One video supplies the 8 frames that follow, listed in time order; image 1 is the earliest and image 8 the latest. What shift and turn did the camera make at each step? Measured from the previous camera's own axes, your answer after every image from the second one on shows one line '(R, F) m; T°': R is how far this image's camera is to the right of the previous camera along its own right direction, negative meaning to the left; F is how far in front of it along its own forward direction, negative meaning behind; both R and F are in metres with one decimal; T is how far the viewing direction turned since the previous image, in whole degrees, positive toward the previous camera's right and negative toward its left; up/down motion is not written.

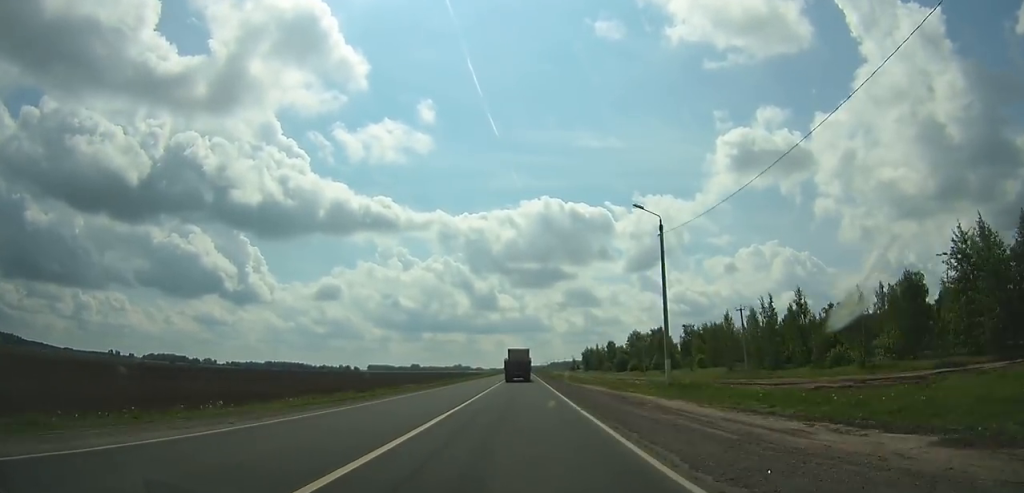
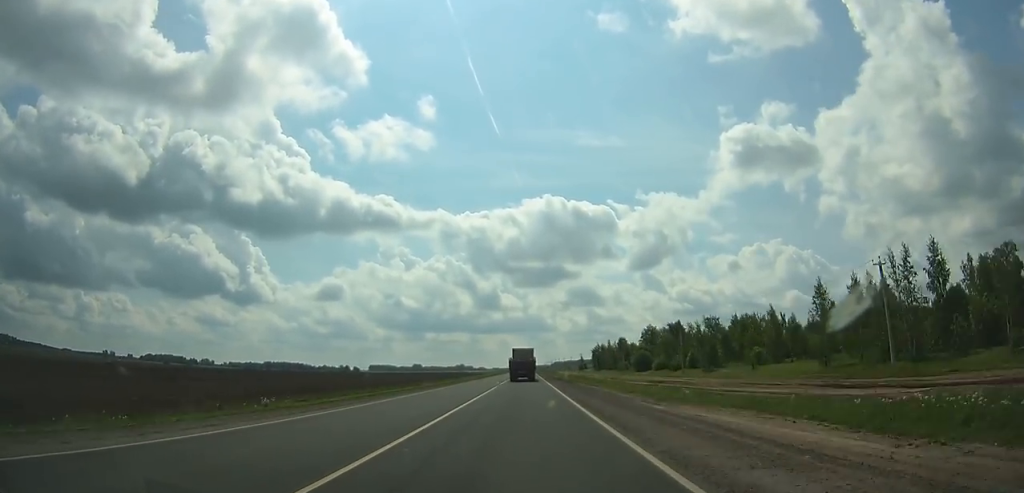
(+0.1, +29.6) m; 0°
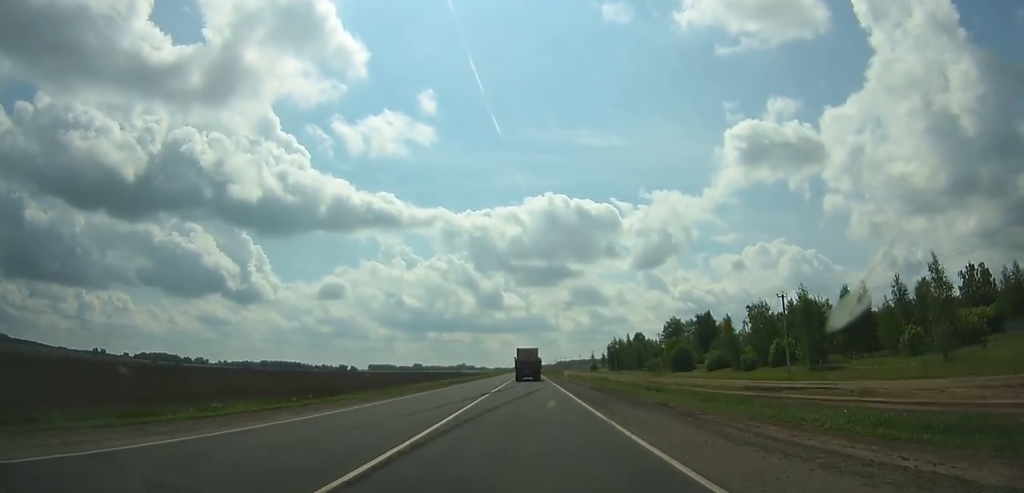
(-0.1, +41.0) m; 0°
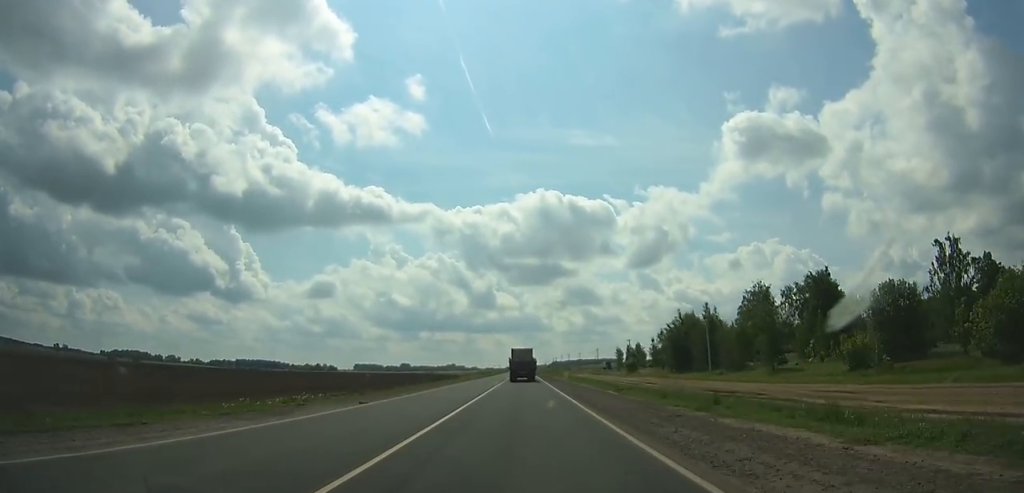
(+0.2, +96.4) m; 0°
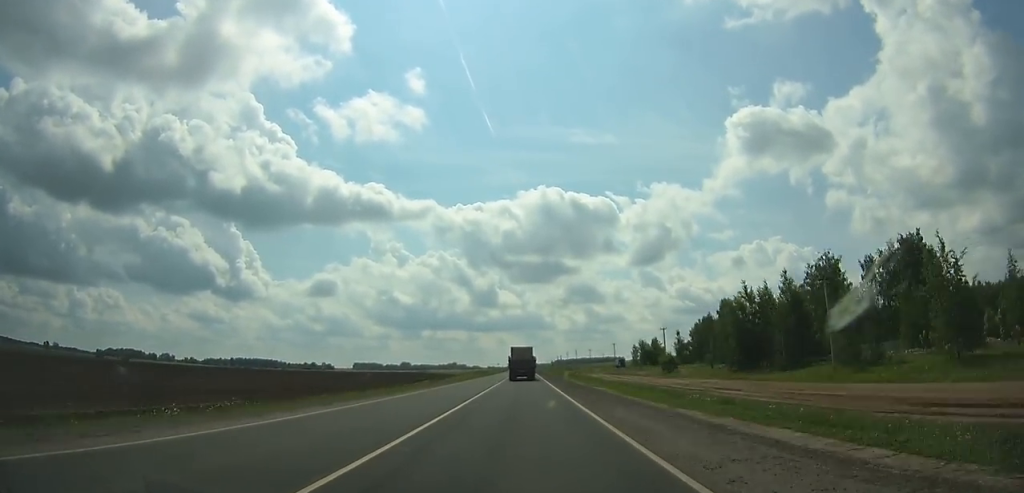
(-0.1, +33.3) m; 0°
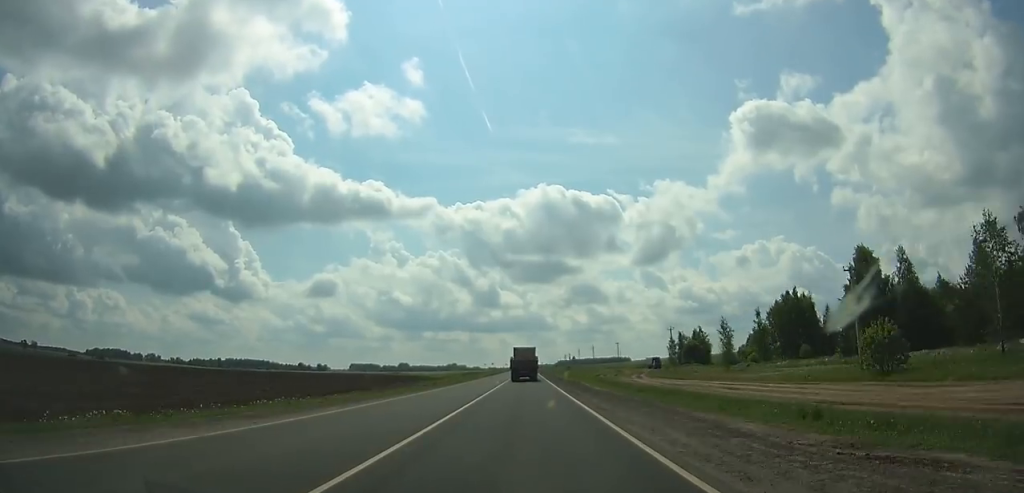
(+0.1, +64.6) m; 0°
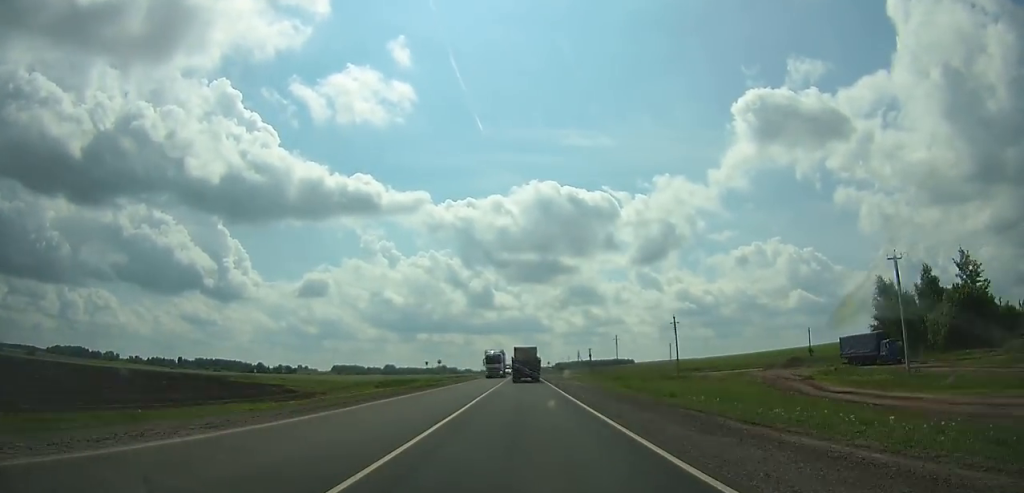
(+0.2, +127.6) m; 0°
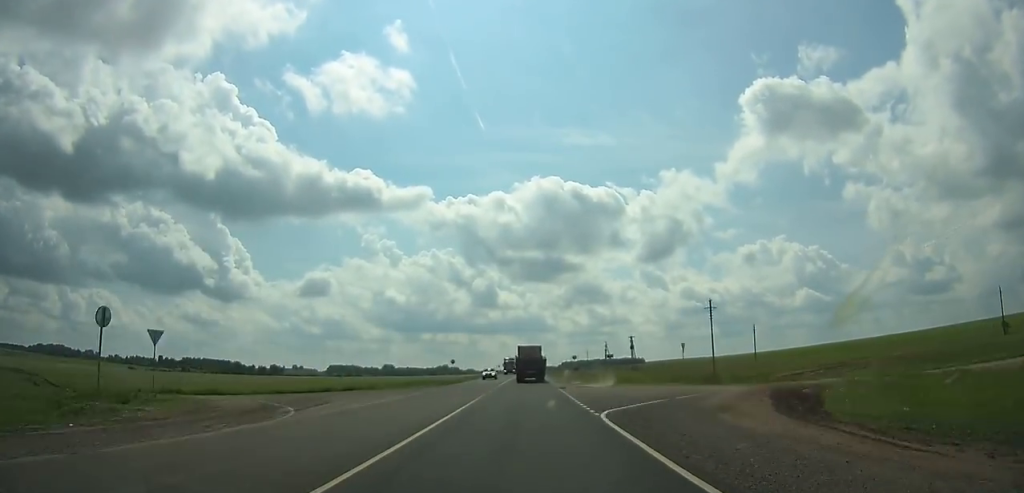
(0.0, +78.6) m; 0°
